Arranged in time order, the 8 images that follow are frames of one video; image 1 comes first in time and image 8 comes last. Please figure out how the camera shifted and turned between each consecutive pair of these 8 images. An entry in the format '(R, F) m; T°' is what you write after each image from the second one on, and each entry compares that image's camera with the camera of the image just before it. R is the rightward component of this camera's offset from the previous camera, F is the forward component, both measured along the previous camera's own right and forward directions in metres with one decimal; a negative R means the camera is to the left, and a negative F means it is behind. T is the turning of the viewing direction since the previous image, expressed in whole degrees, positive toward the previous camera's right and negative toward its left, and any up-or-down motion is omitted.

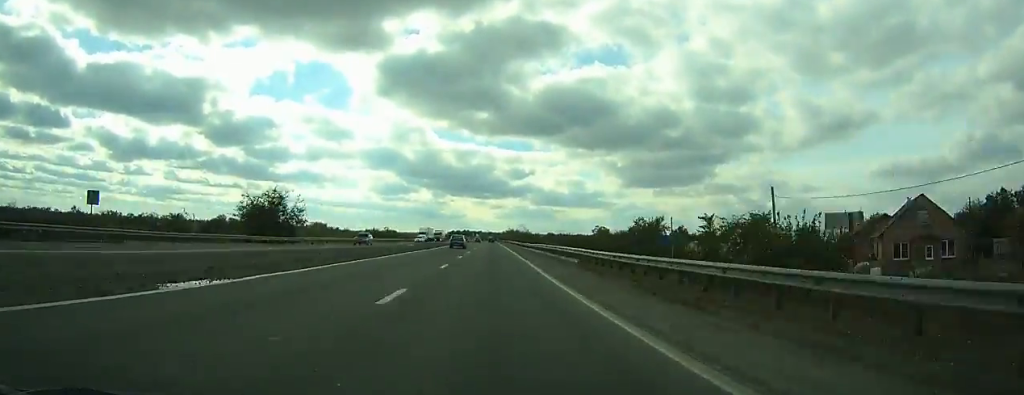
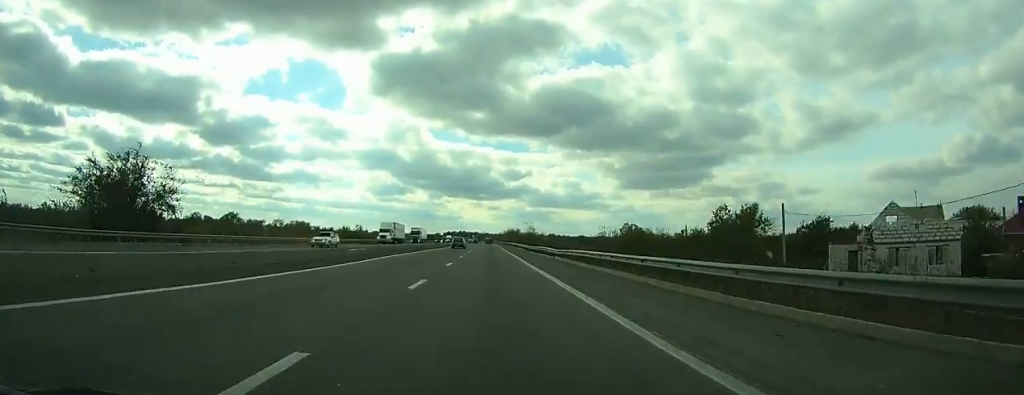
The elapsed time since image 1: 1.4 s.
(-0.1, +32.2) m; 0°
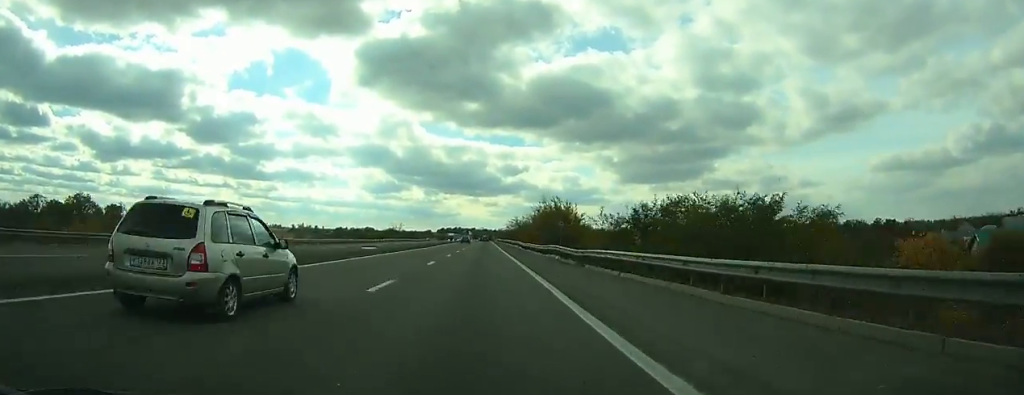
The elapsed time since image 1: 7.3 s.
(+0.4, +141.2) m; 0°
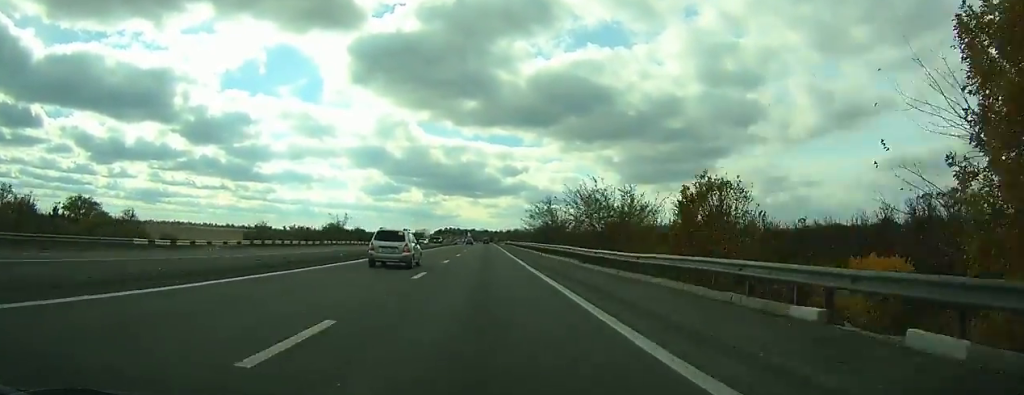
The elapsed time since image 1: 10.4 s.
(-0.2, +76.9) m; 0°
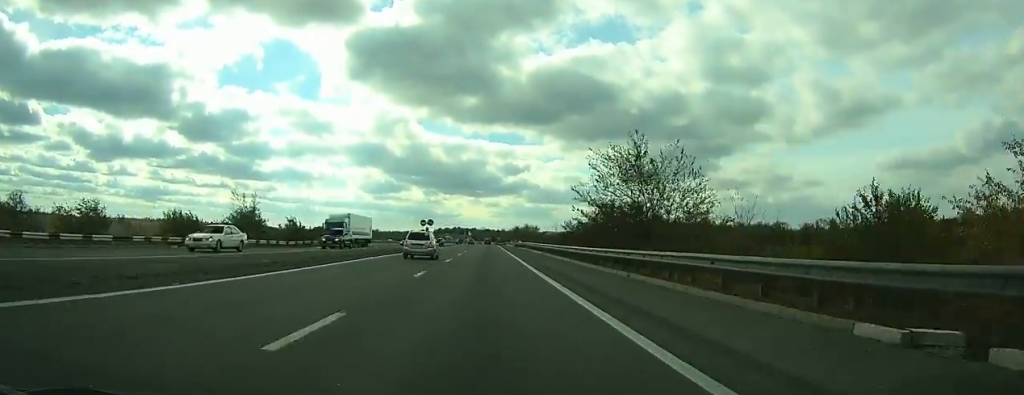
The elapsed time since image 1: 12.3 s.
(0.0, +47.5) m; 0°
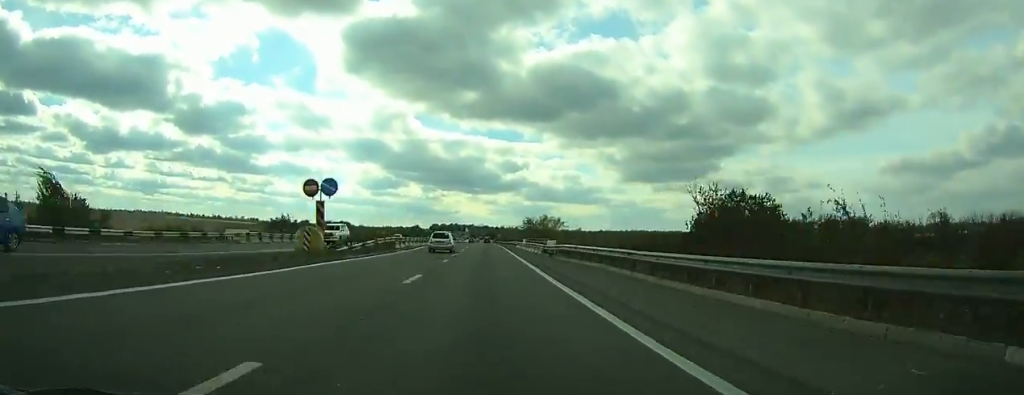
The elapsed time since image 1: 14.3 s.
(0.0, +49.8) m; 0°
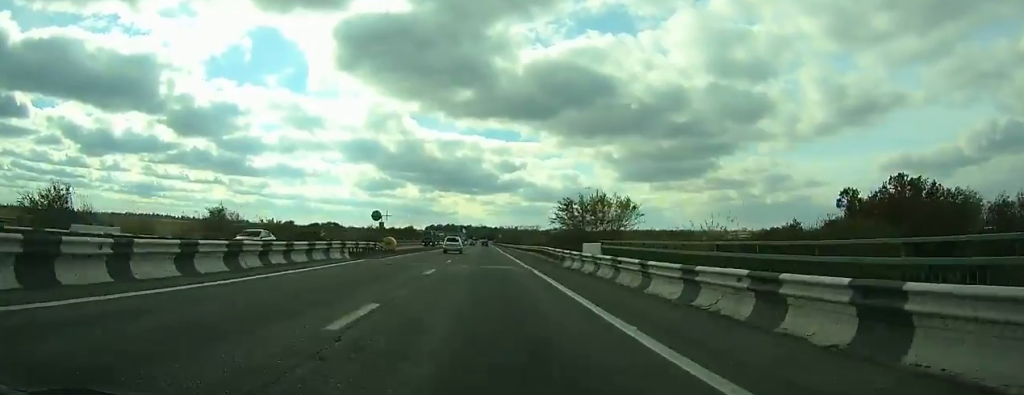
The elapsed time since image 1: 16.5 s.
(0.0, +54.4) m; 0°
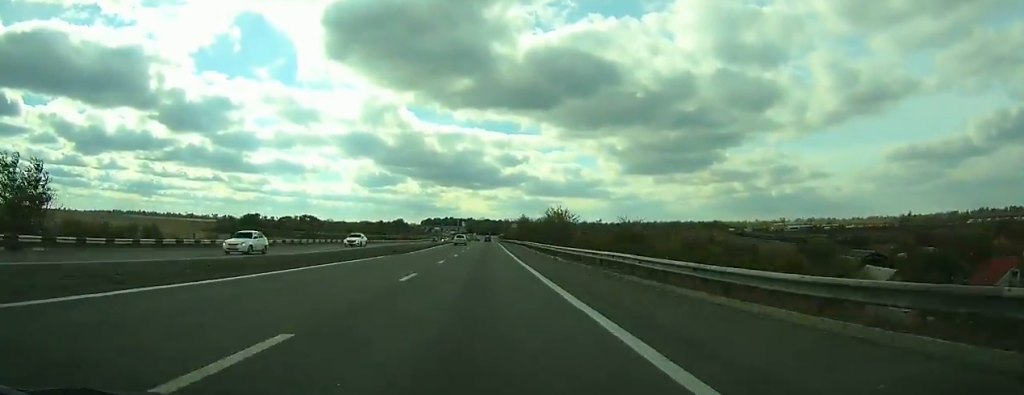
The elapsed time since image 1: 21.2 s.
(+0.5, +114.7) m; 0°
